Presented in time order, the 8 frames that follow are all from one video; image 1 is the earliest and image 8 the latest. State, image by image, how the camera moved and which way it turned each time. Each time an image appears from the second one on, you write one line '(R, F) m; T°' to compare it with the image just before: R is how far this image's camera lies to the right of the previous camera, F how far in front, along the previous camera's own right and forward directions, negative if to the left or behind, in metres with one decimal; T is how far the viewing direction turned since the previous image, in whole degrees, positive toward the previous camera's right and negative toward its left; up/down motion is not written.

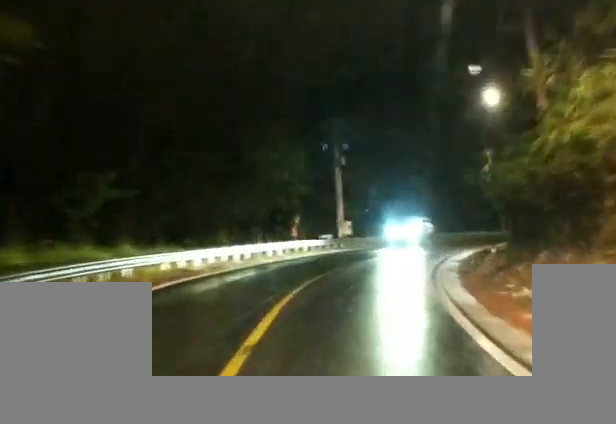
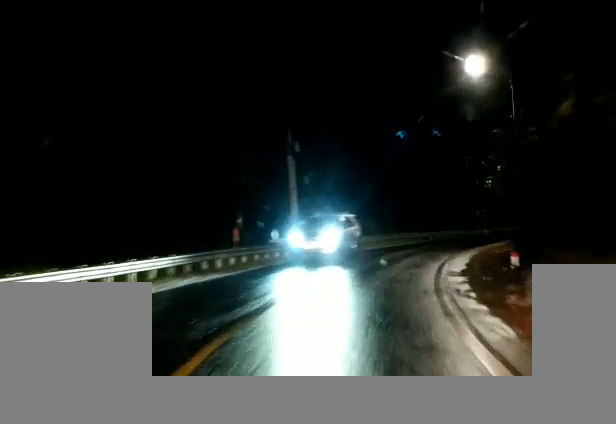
(+0.1, +8.7) m; +2°
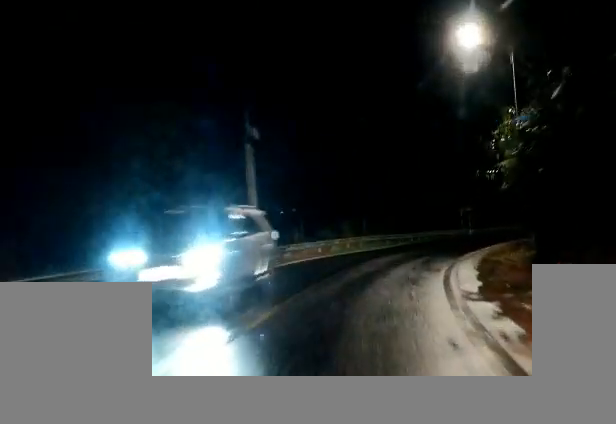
(+0.5, +6.5) m; +2°
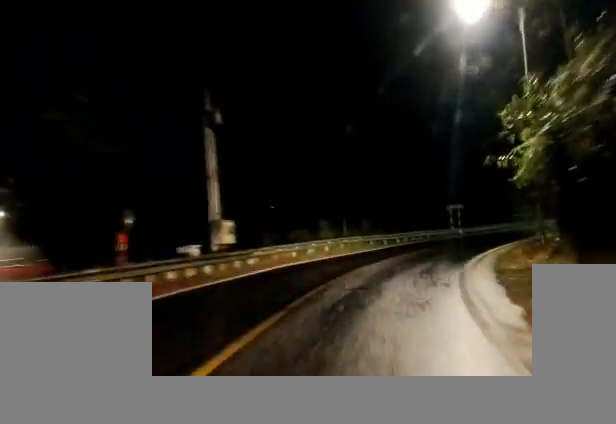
(-0.1, +5.3) m; +4°
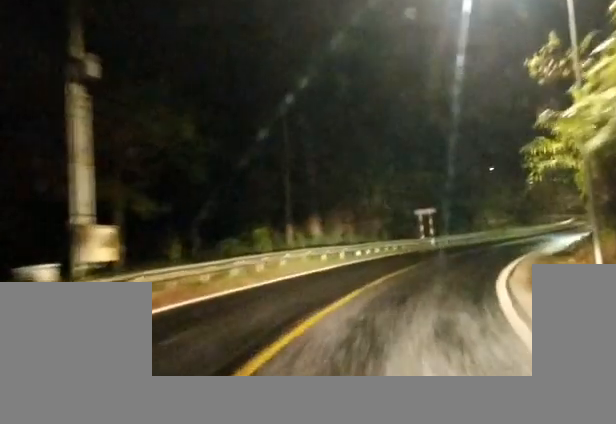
(+0.5, +10.0) m; +9°
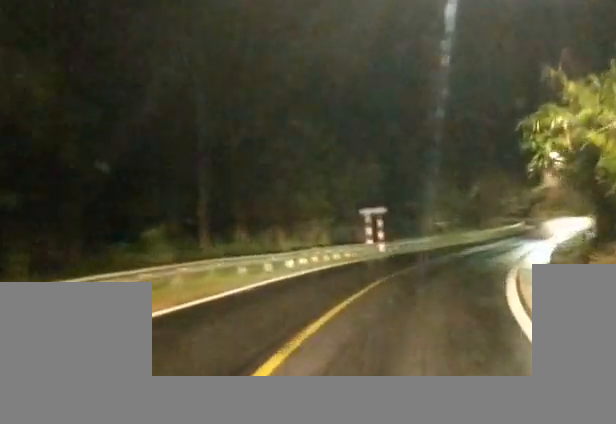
(+0.9, +7.6) m; +7°
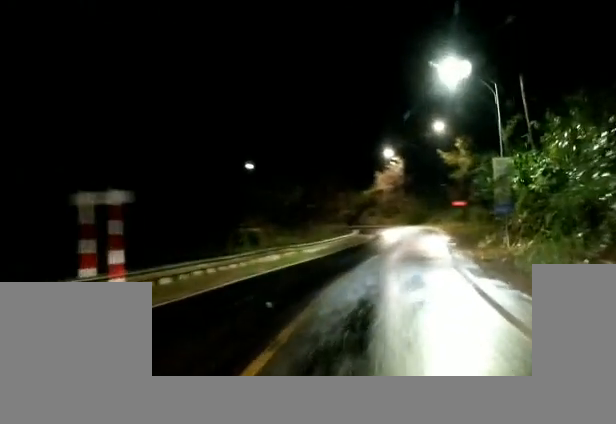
(-0.2, +19.1) m; -1°
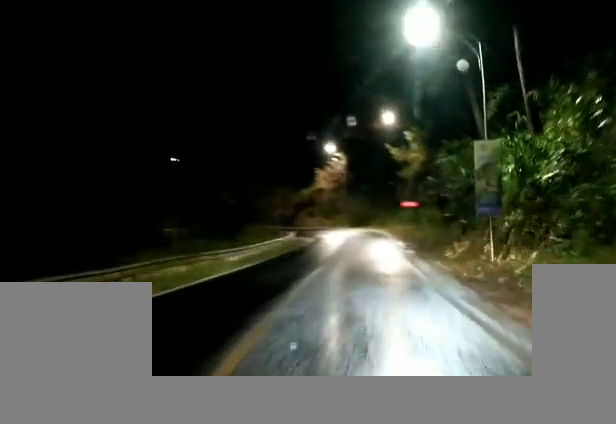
(0.0, +7.3) m; +3°
